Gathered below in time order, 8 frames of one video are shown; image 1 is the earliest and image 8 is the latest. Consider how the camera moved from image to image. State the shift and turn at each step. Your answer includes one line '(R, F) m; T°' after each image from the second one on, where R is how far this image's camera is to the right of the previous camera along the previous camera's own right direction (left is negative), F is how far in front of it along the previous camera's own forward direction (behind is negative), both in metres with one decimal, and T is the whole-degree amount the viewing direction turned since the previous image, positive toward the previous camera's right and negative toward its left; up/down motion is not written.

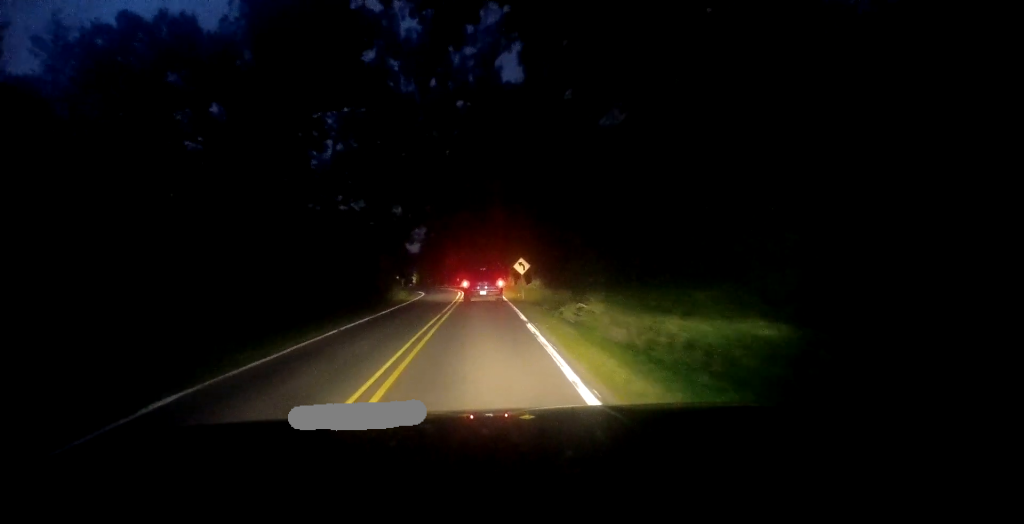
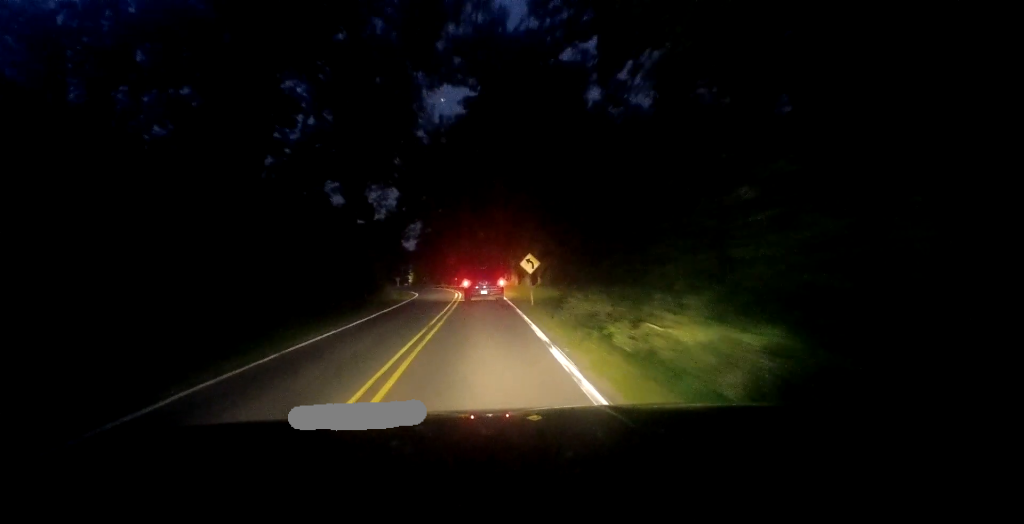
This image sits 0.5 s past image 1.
(+0.2, +6.1) m; -1°
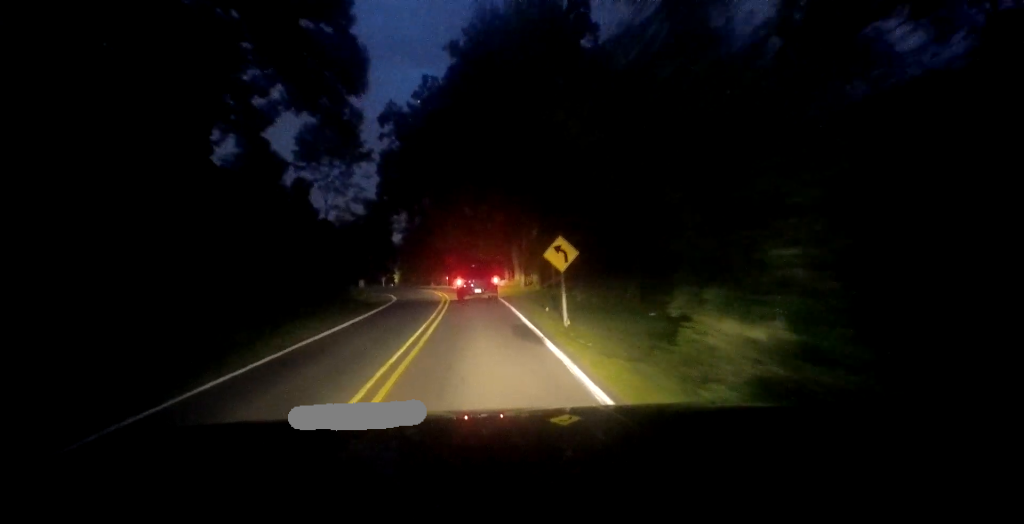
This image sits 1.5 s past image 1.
(-0.3, +12.8) m; -1°
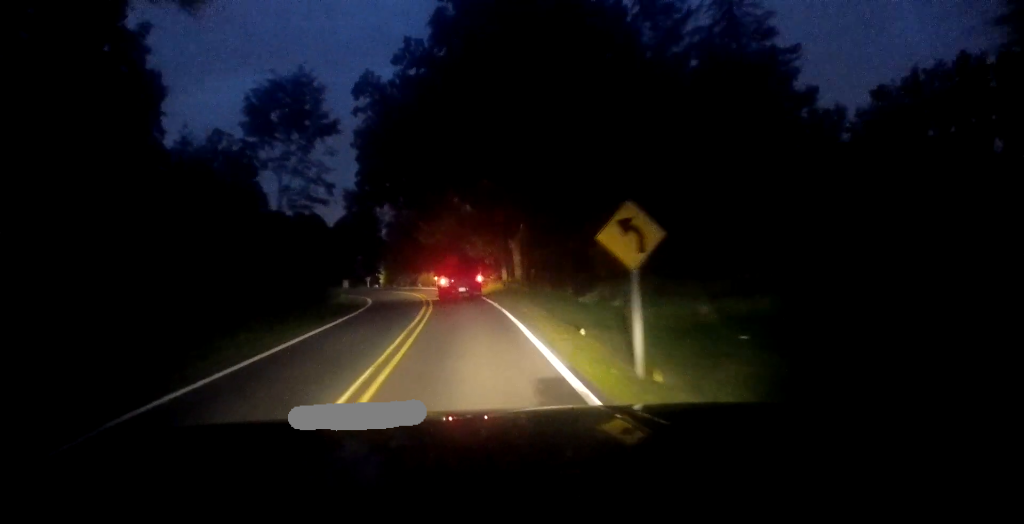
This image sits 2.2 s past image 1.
(0.0, +8.7) m; 0°
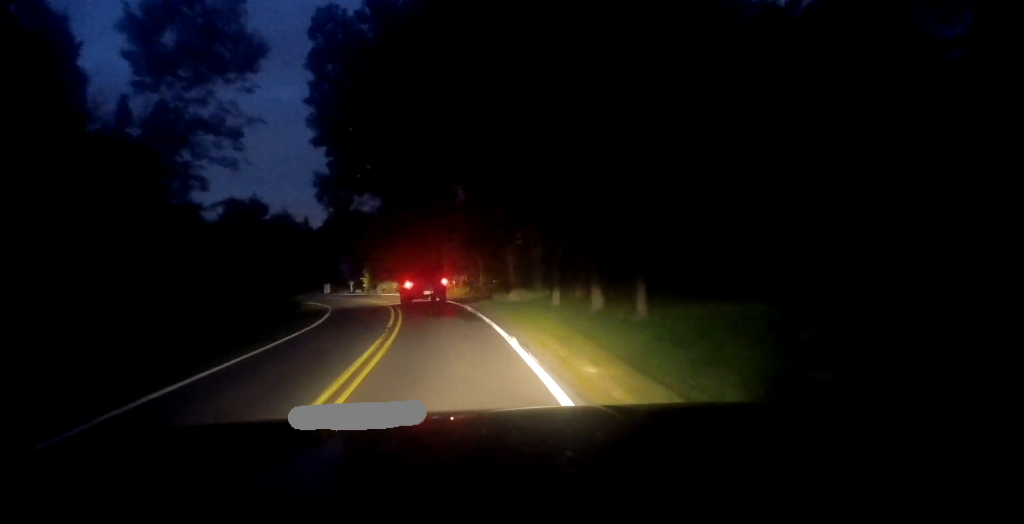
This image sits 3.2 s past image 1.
(+0.1, +12.8) m; 0°
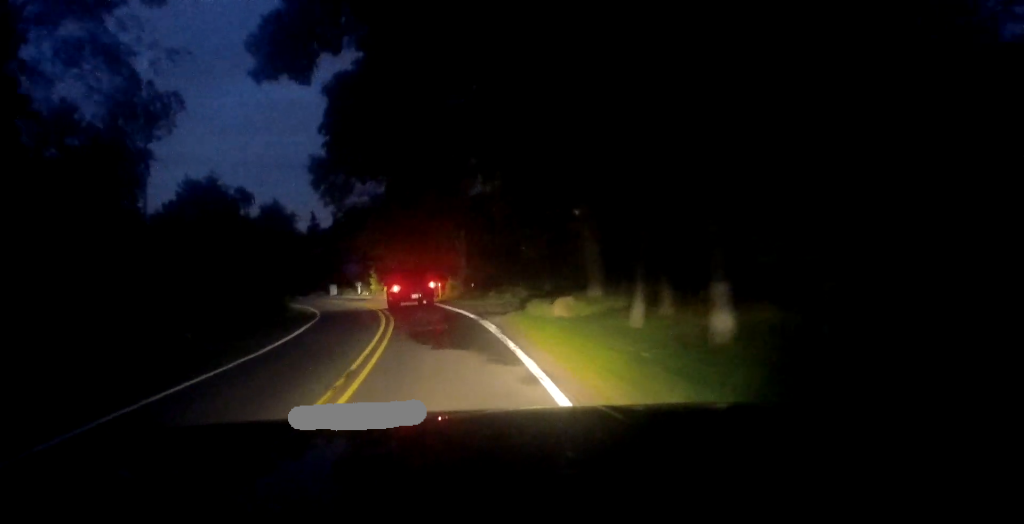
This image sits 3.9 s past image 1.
(-0.4, +8.3) m; 0°
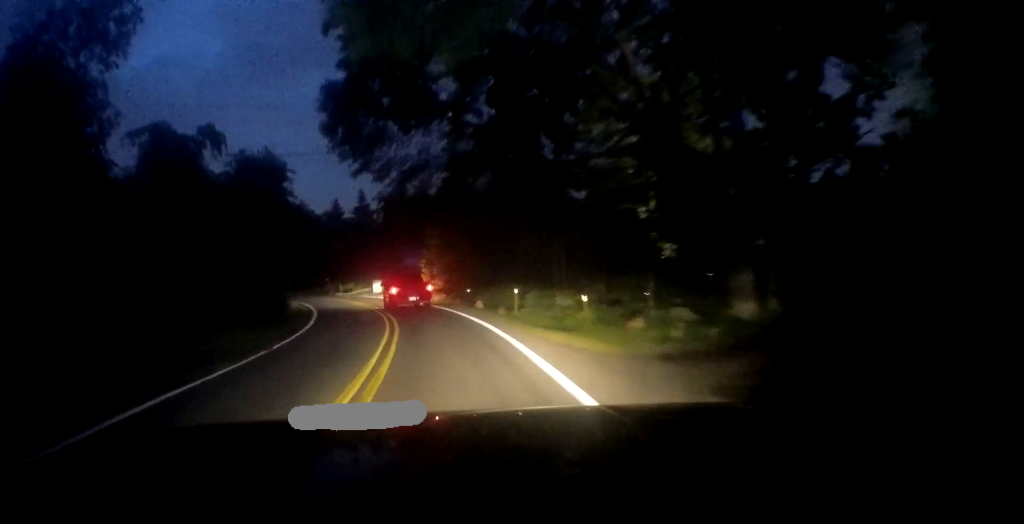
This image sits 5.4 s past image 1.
(-0.2, +17.2) m; -6°
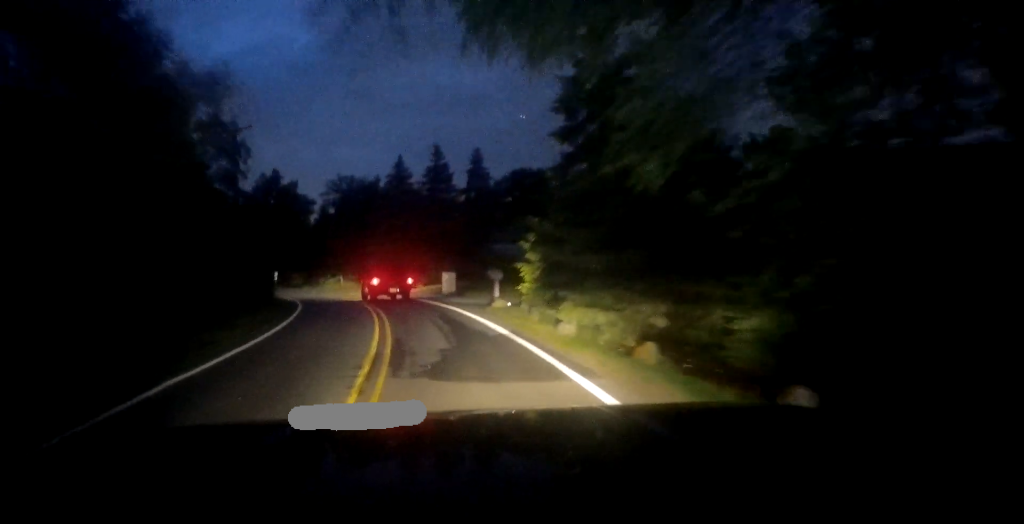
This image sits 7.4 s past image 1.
(-2.1, +23.3) m; -12°
